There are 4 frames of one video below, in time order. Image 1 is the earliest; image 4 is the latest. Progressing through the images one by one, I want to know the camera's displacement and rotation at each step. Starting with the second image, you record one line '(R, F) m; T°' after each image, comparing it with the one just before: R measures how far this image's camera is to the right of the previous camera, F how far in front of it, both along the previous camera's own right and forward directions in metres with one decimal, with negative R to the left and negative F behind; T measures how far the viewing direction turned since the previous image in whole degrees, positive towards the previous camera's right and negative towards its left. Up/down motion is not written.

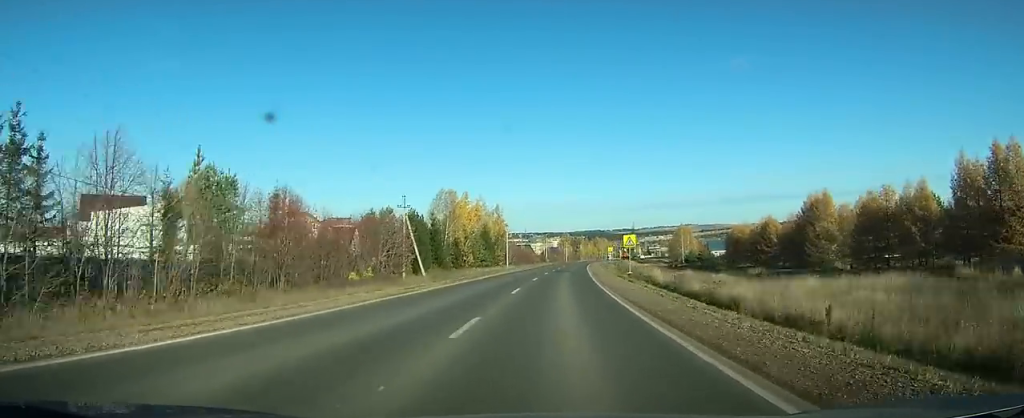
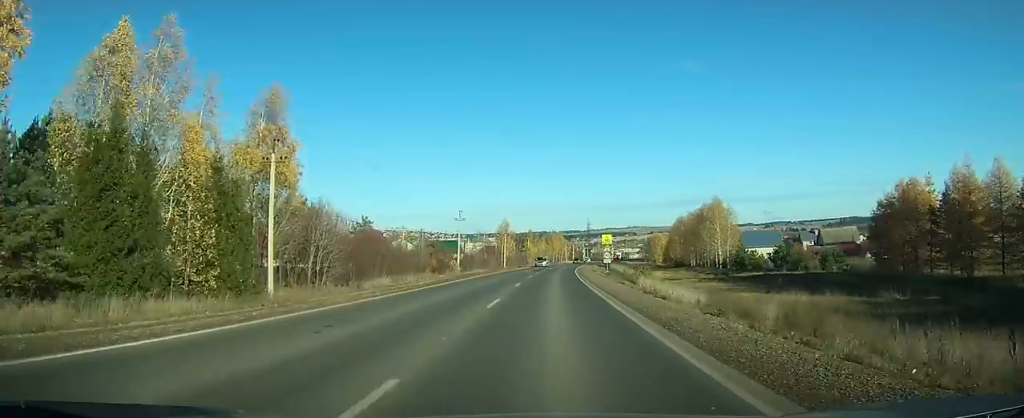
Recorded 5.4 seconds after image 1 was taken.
(+4.0, +87.8) m; +5°
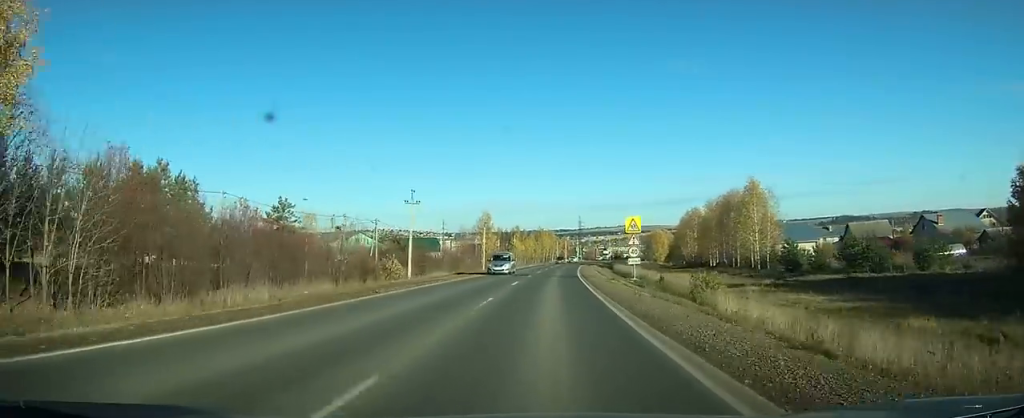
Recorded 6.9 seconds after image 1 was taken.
(+0.4, +23.4) m; +1°
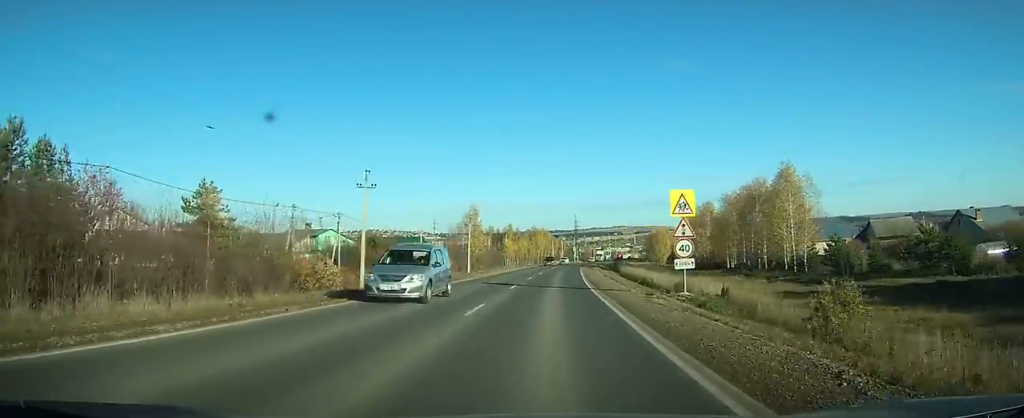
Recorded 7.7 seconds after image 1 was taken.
(+0.1, +13.8) m; +1°
